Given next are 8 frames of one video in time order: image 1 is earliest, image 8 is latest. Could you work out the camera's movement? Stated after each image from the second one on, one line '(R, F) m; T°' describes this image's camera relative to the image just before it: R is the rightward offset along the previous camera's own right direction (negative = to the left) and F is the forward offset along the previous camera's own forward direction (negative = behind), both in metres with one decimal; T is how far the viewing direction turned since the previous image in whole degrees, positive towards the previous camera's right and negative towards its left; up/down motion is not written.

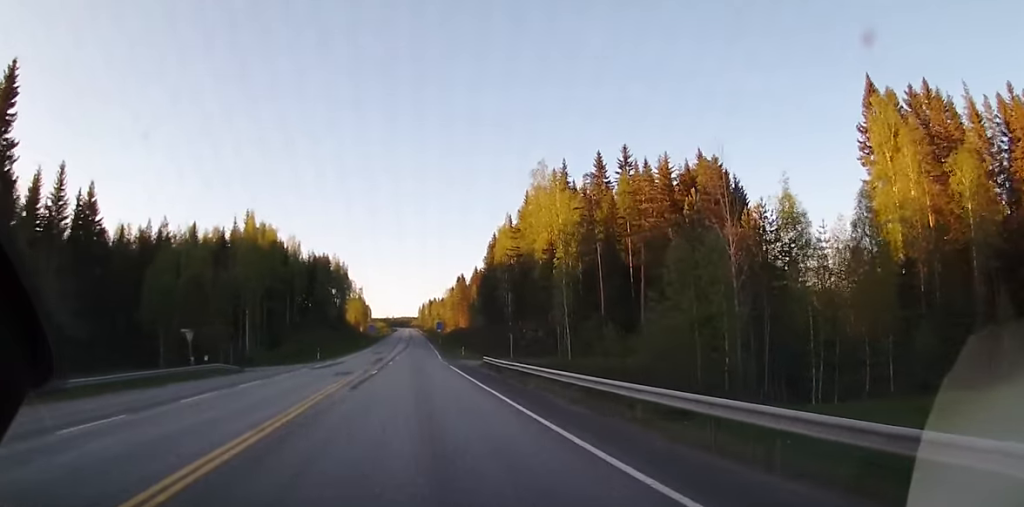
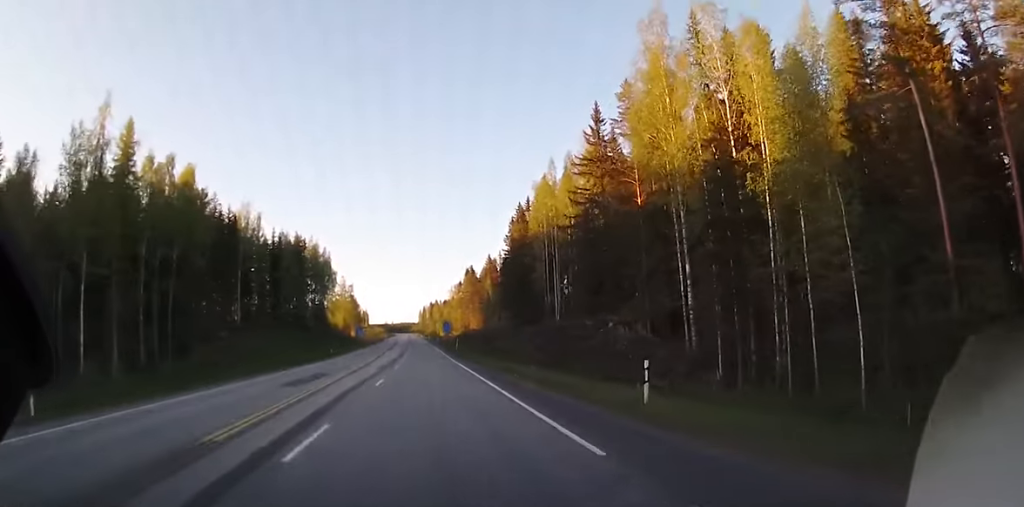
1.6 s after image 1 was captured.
(+0.4, +43.3) m; +1°
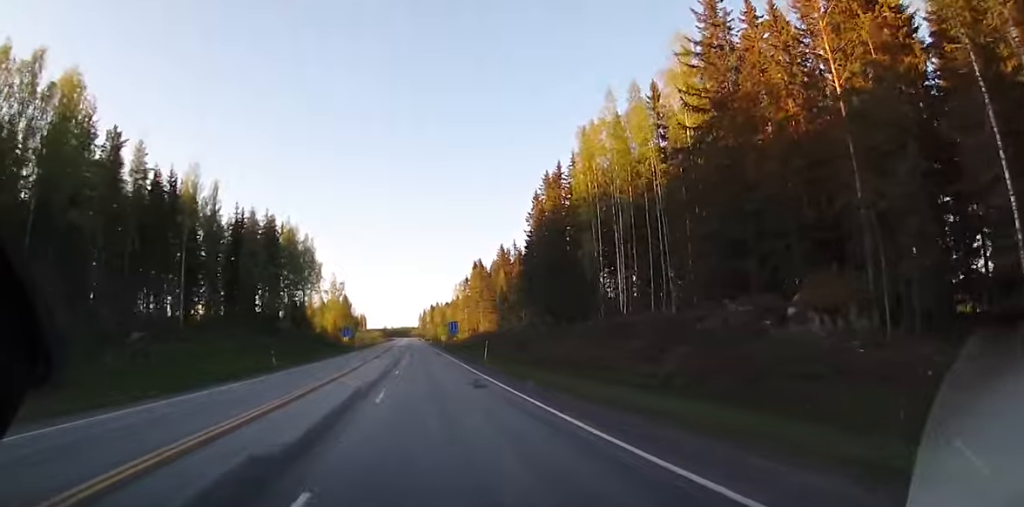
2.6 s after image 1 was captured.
(-0.2, +27.9) m; 0°
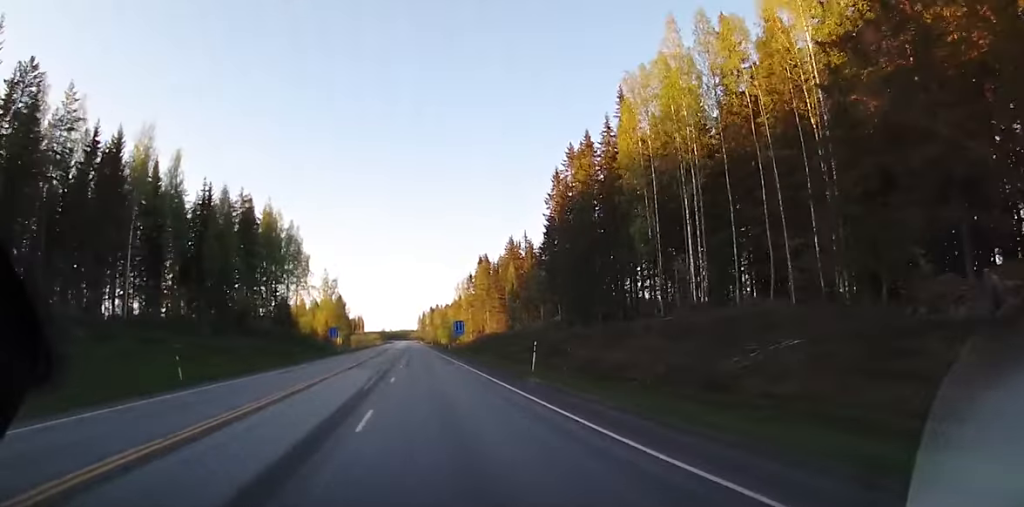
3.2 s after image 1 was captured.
(0.0, +16.7) m; 0°
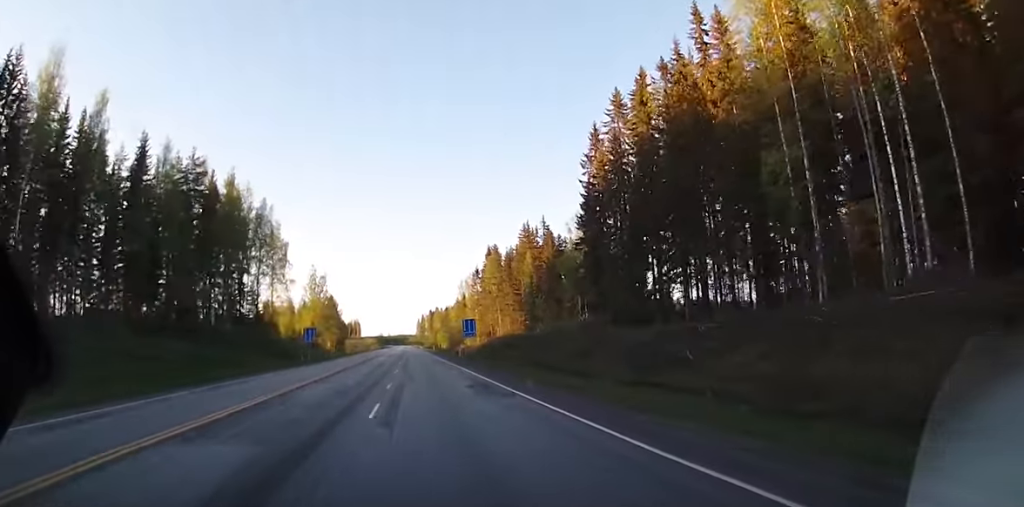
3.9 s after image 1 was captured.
(+0.2, +21.7) m; +1°
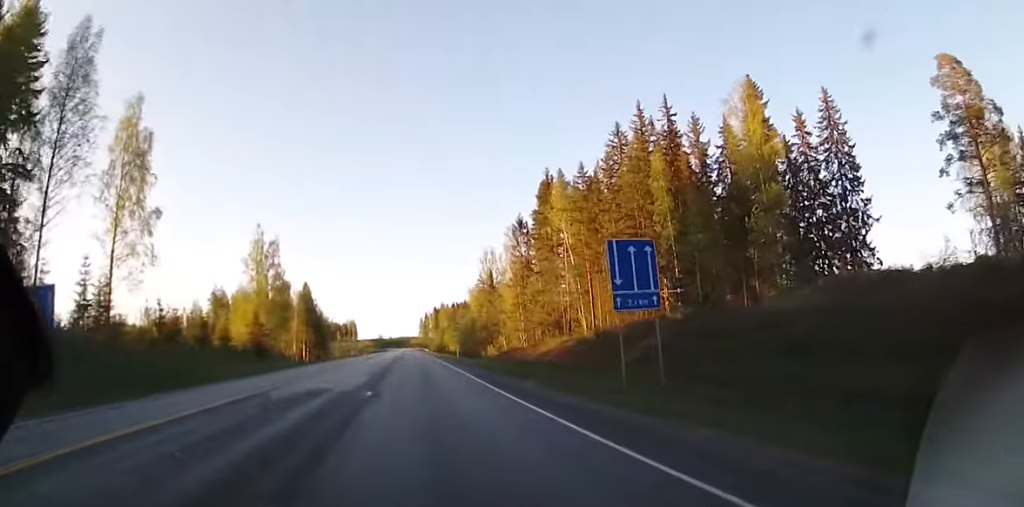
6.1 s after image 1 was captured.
(+0.1, +60.5) m; 0°
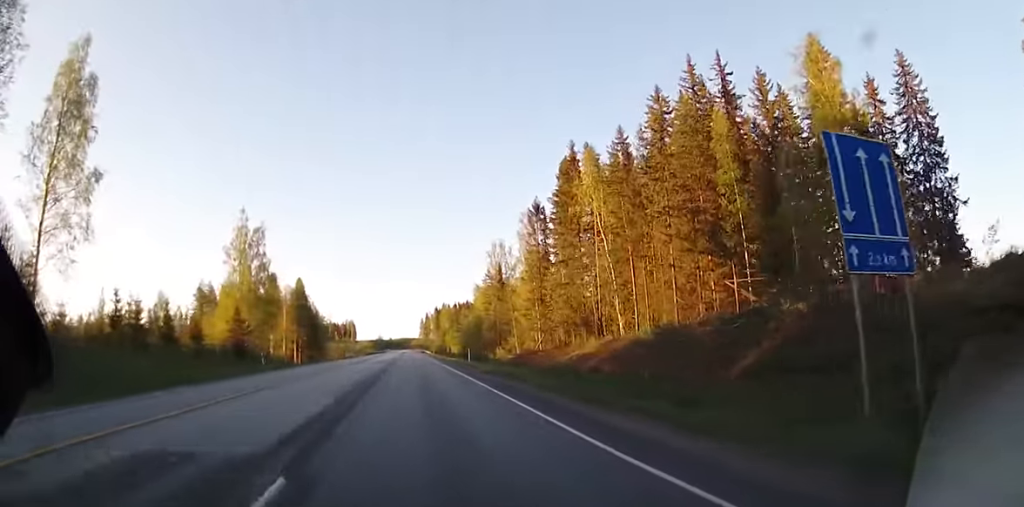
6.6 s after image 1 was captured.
(+0.1, +11.5) m; 0°
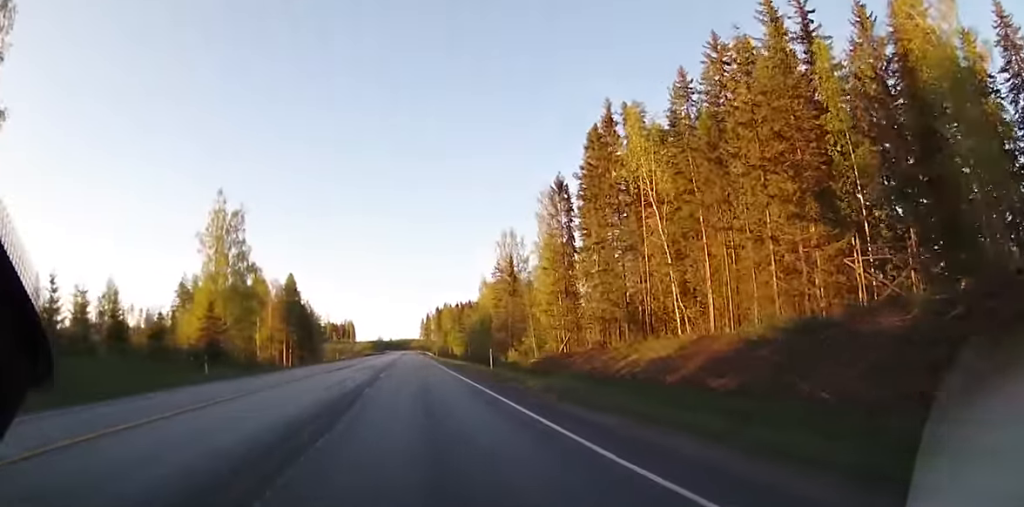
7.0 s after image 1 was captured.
(0.0, +12.5) m; 0°
